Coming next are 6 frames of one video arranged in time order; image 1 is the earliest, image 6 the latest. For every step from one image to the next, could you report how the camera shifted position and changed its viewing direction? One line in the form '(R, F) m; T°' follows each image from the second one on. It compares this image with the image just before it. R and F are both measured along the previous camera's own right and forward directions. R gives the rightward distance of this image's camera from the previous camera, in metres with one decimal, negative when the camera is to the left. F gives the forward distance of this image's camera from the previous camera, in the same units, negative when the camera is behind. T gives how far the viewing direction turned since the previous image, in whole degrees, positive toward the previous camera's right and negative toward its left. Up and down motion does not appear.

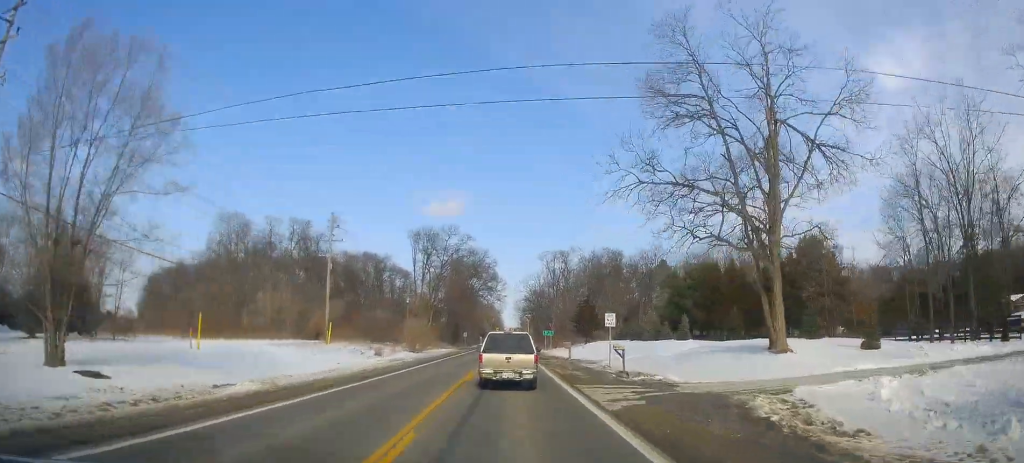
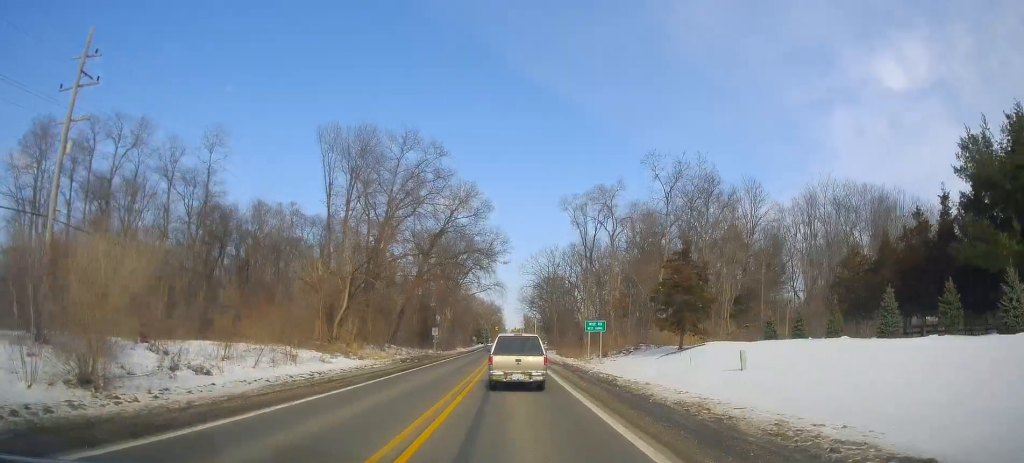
(+0.7, +53.0) m; +2°
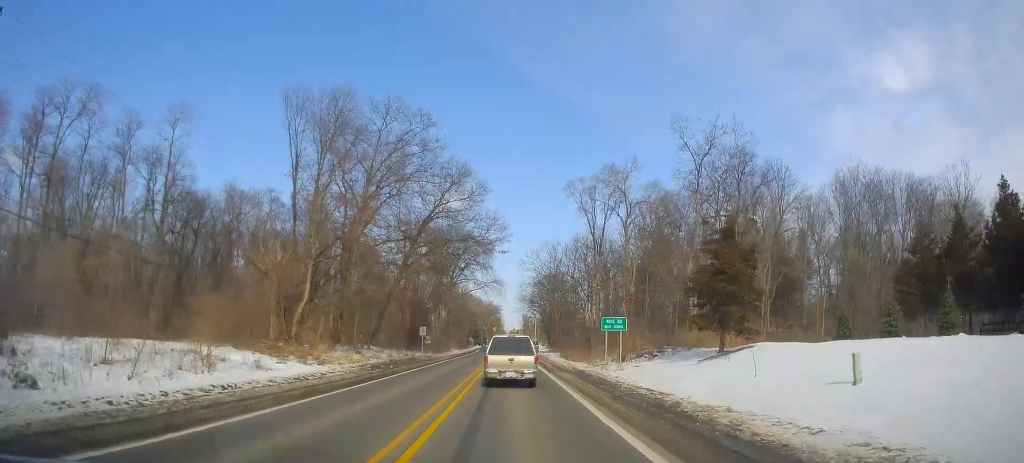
(+0.1, +8.3) m; -1°
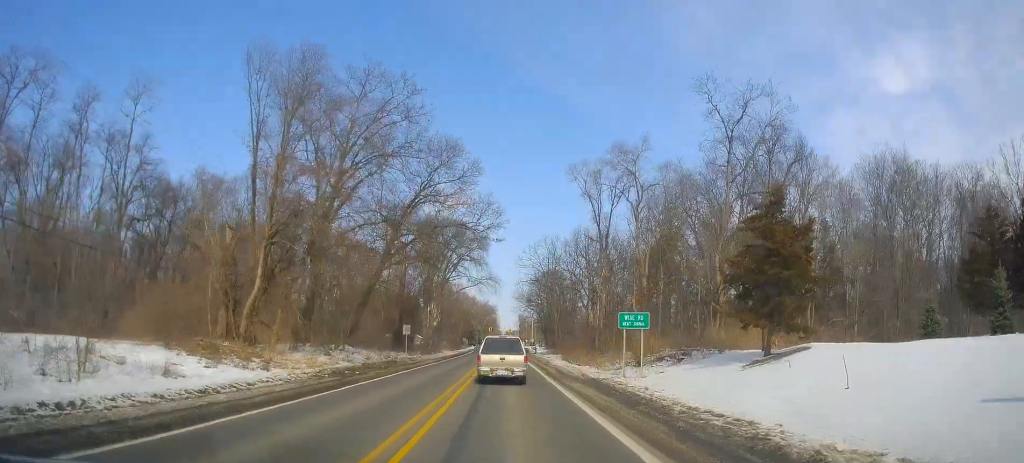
(-0.2, +6.6) m; 0°
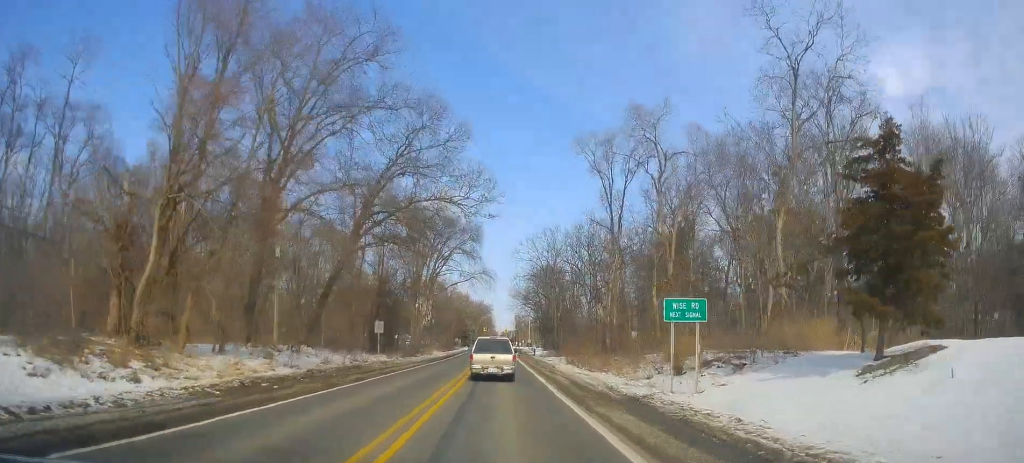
(0.0, +8.8) m; +1°
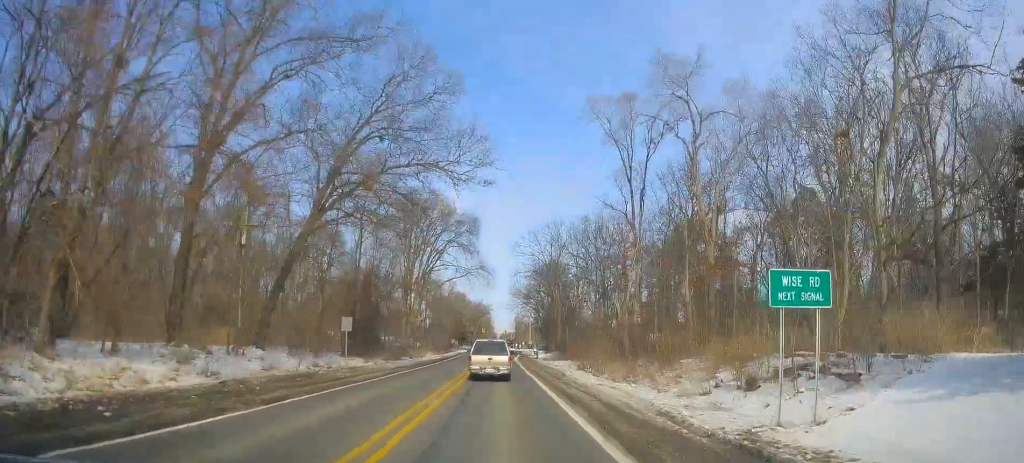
(+0.2, +7.7) m; +1°
